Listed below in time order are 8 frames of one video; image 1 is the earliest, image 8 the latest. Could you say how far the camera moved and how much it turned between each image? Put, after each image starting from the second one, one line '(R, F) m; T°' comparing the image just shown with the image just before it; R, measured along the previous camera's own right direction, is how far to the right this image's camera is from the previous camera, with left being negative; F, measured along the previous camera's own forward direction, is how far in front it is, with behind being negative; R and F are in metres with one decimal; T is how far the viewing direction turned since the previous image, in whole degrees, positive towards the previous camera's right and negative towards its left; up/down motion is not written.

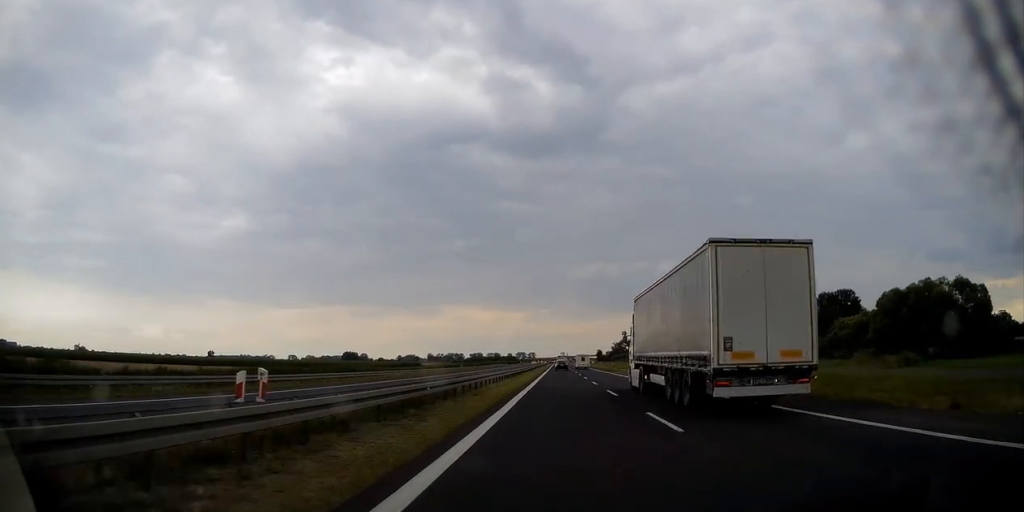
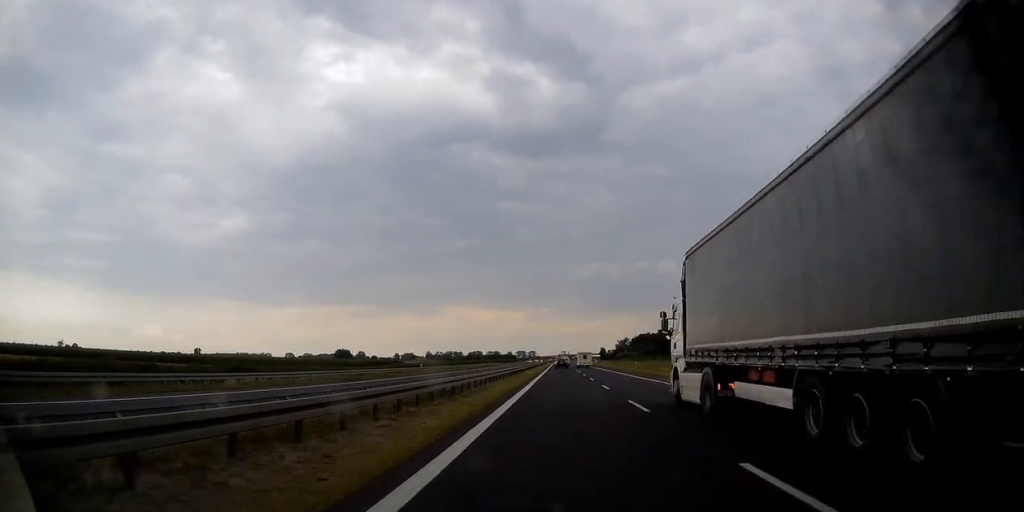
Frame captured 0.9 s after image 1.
(-0.3, +32.2) m; 0°
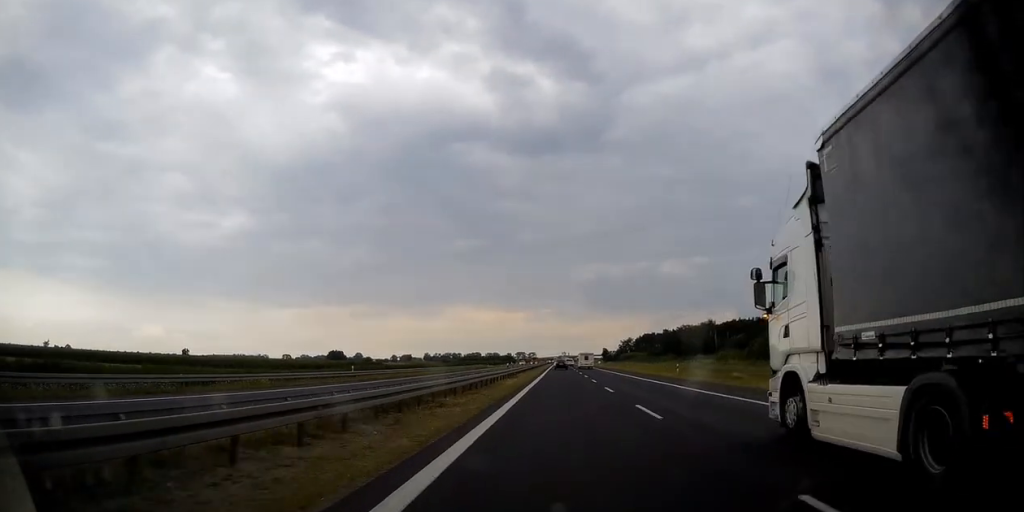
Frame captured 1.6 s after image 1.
(+0.2, +26.0) m; 0°
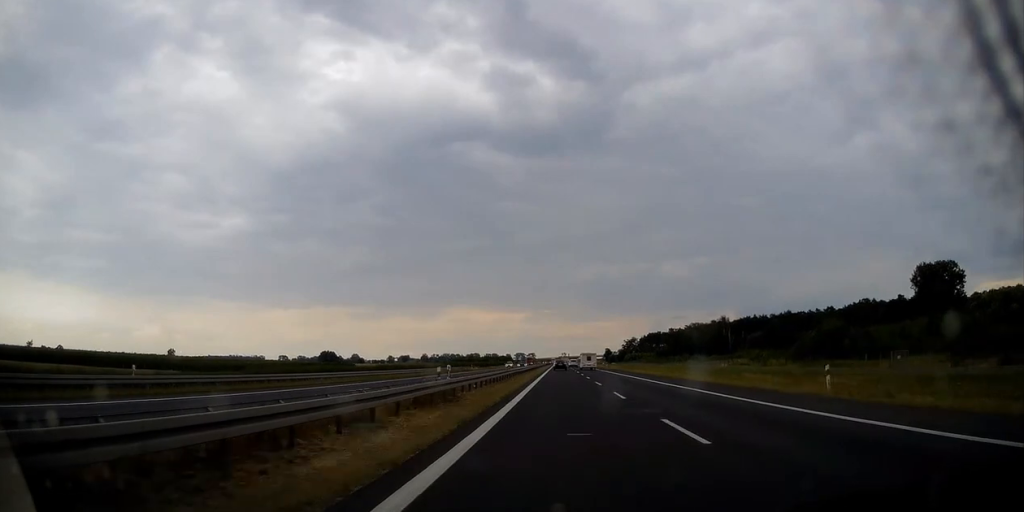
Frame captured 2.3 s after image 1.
(+0.1, +28.5) m; 0°
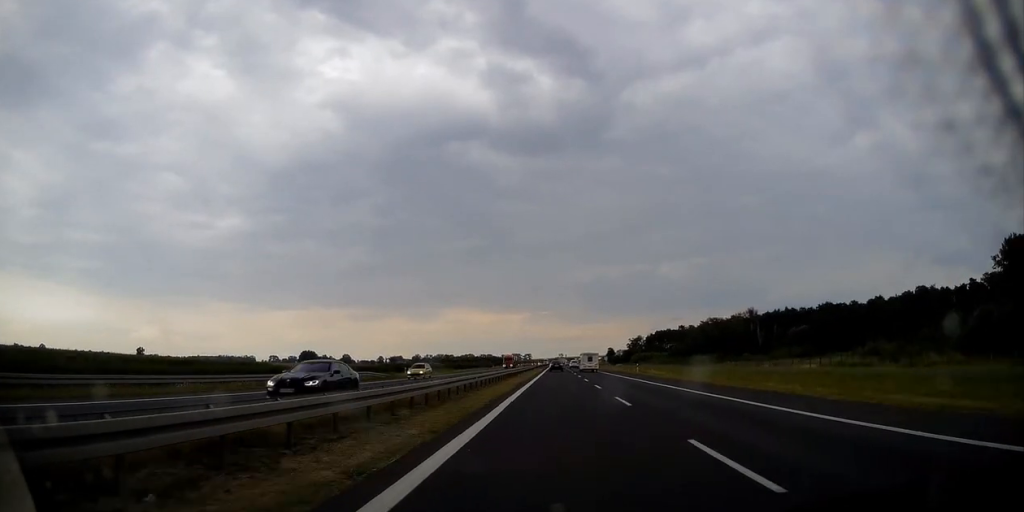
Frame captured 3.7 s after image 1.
(0.0, +51.8) m; 0°
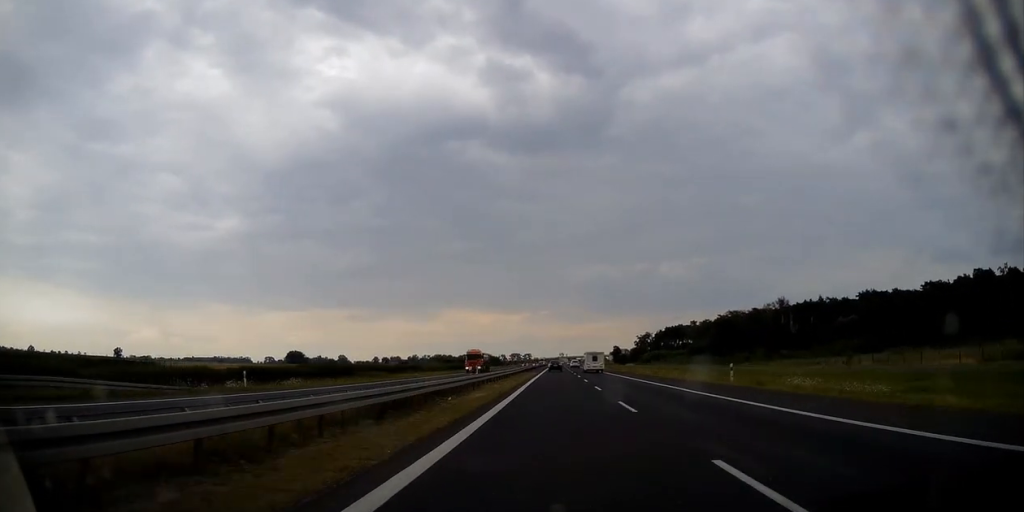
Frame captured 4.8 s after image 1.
(+0.1, +38.2) m; 0°
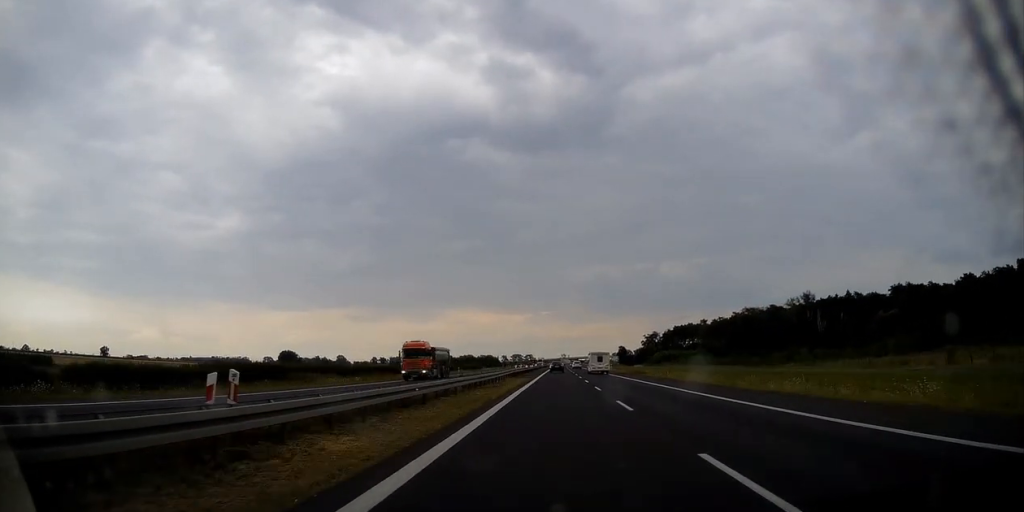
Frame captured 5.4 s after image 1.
(0.0, +23.4) m; 0°
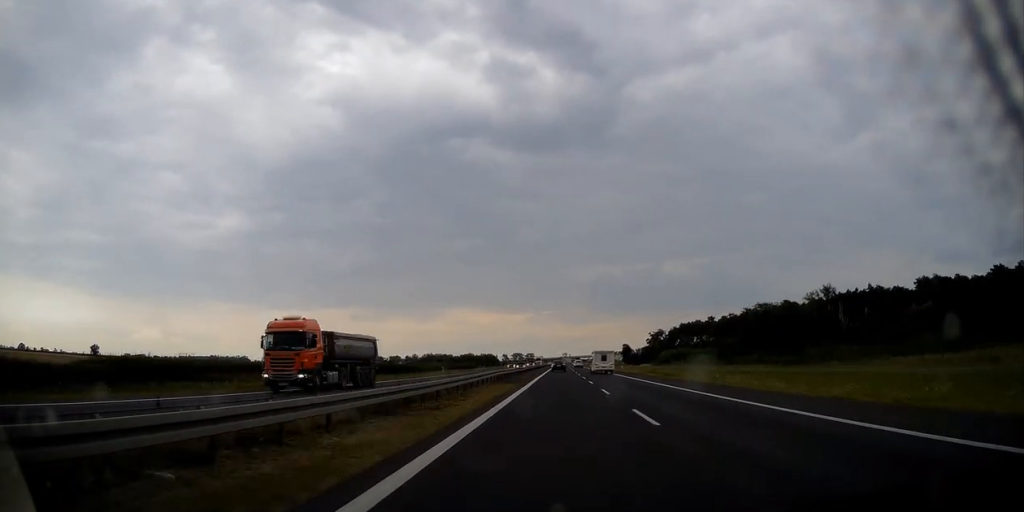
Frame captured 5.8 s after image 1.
(0.0, +16.0) m; 0°
